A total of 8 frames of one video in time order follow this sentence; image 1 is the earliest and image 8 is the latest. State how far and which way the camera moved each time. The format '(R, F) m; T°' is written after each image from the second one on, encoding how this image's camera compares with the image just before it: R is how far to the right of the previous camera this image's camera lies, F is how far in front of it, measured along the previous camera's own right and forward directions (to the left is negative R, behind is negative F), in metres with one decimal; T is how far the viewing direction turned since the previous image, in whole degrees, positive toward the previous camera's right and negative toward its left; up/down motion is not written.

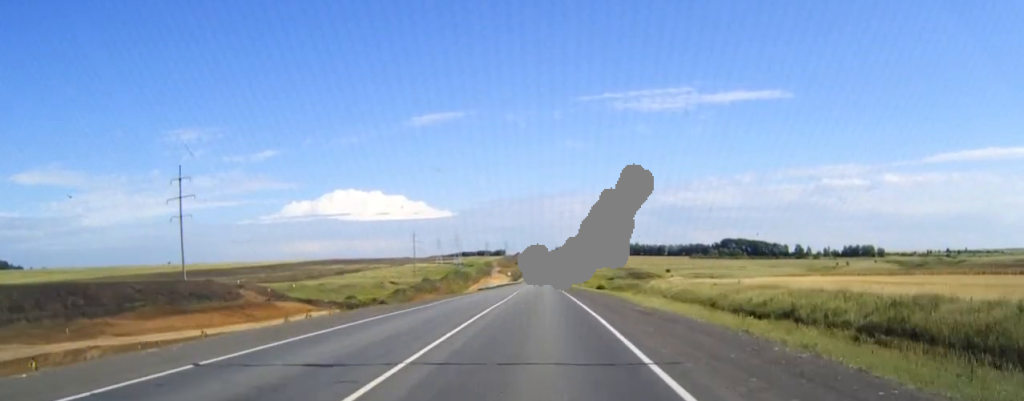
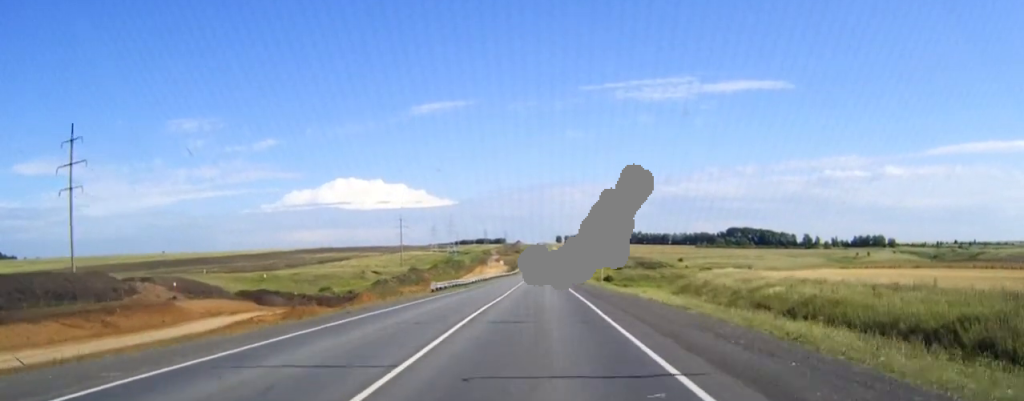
(0.0, +33.0) m; 0°
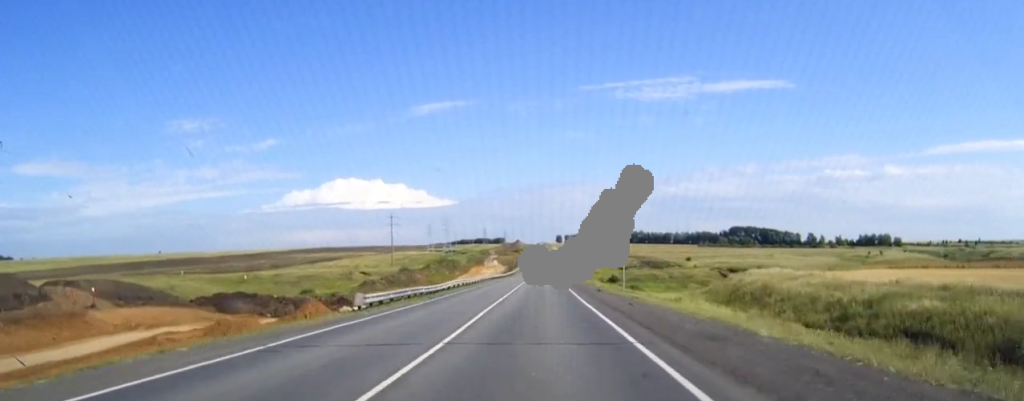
(0.0, +18.7) m; 0°
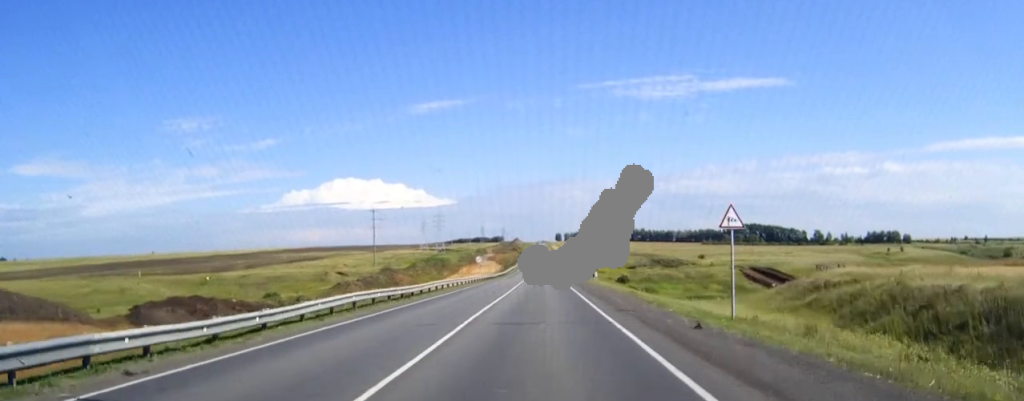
(0.0, +29.8) m; 0°
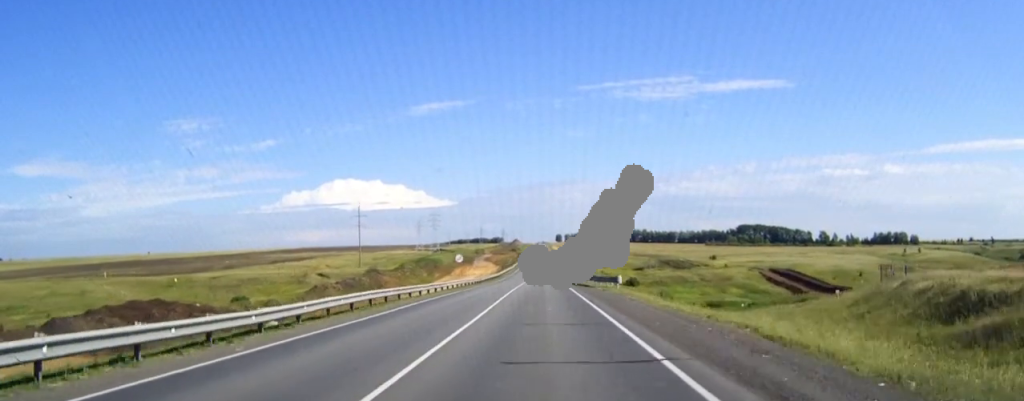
(0.0, +21.2) m; 0°
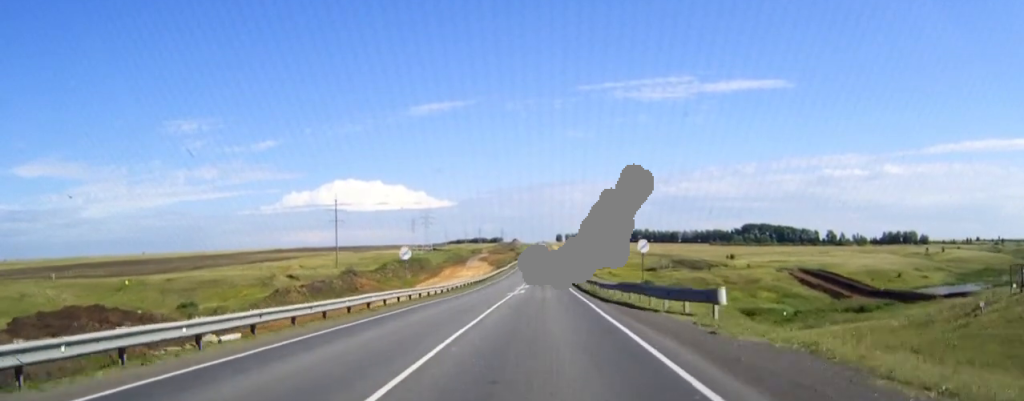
(0.0, +27.2) m; 0°
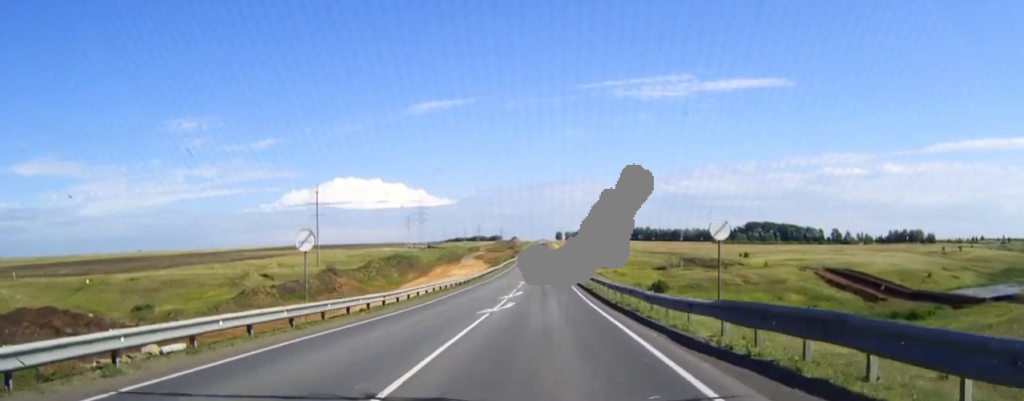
(0.0, +18.1) m; 0°
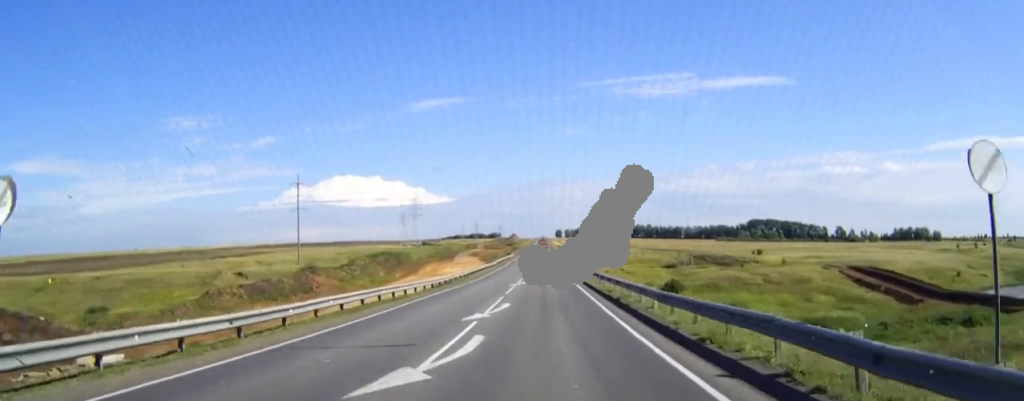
(0.0, +15.4) m; 0°
